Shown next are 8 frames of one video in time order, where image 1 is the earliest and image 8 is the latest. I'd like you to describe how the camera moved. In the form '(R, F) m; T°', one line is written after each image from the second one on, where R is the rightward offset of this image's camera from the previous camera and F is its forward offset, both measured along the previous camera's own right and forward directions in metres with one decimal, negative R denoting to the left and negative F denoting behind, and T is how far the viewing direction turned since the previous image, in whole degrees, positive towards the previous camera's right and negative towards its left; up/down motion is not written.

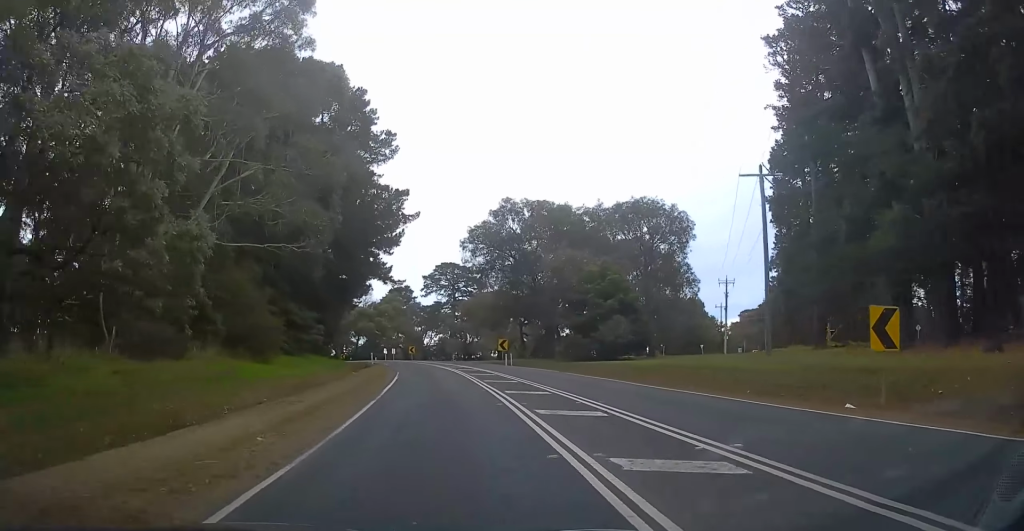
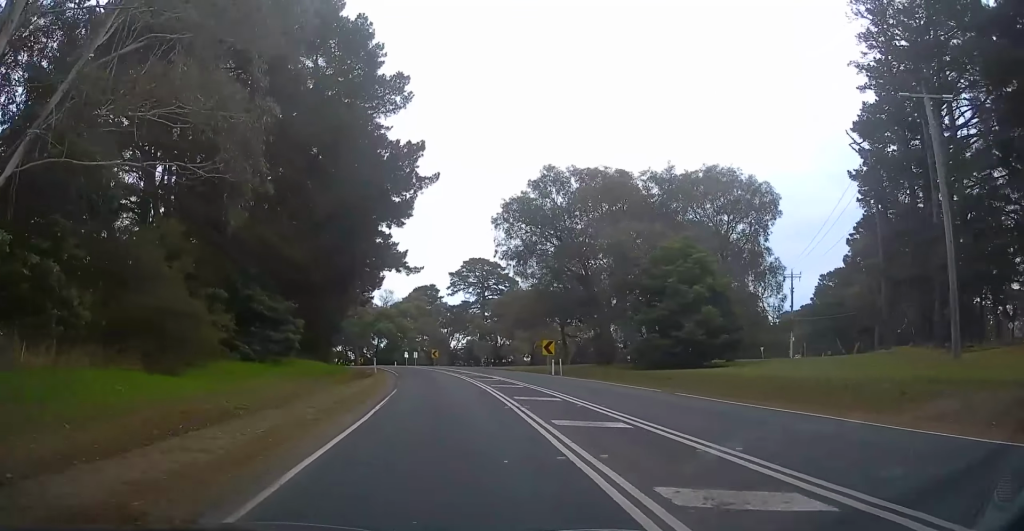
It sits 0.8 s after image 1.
(-0.3, +12.7) m; -1°
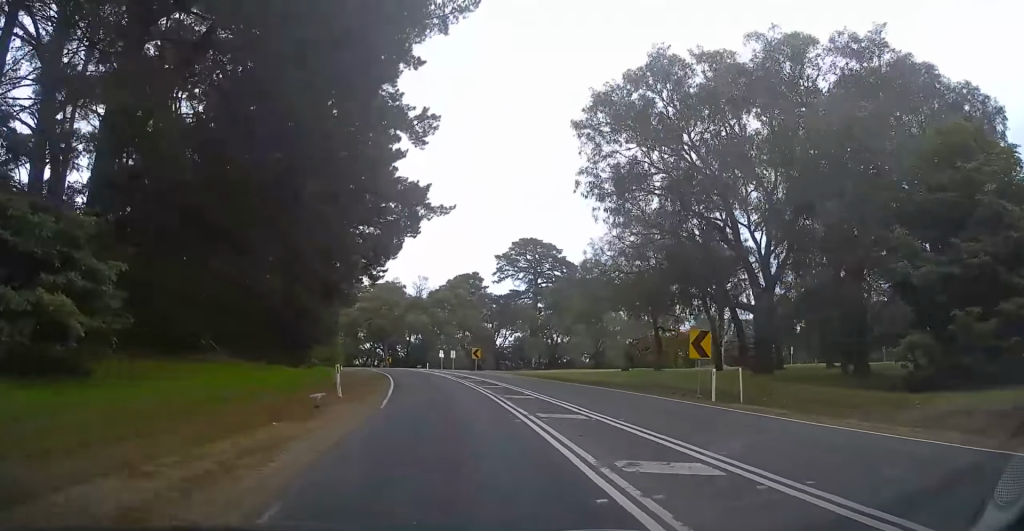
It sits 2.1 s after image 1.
(-0.2, +21.1) m; -3°
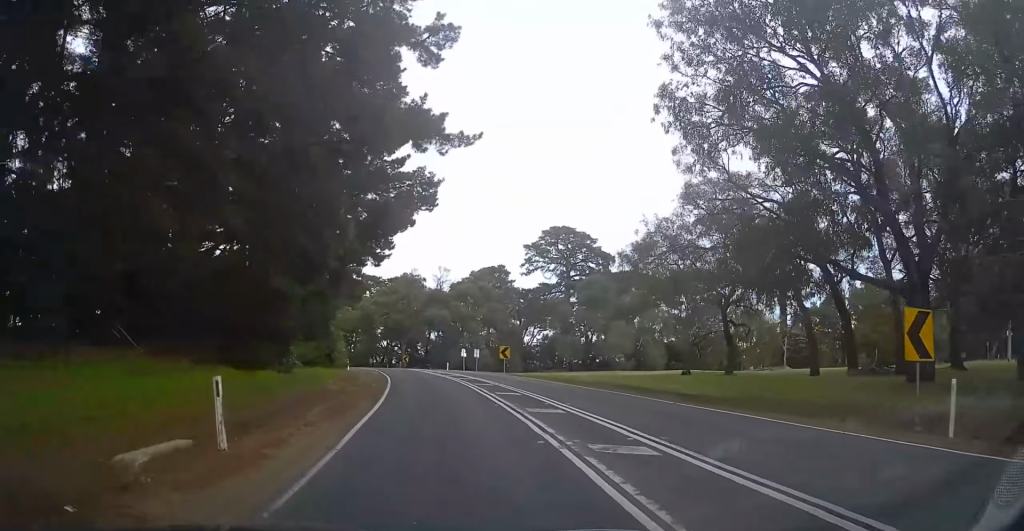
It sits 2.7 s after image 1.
(-0.3, +9.8) m; -3°
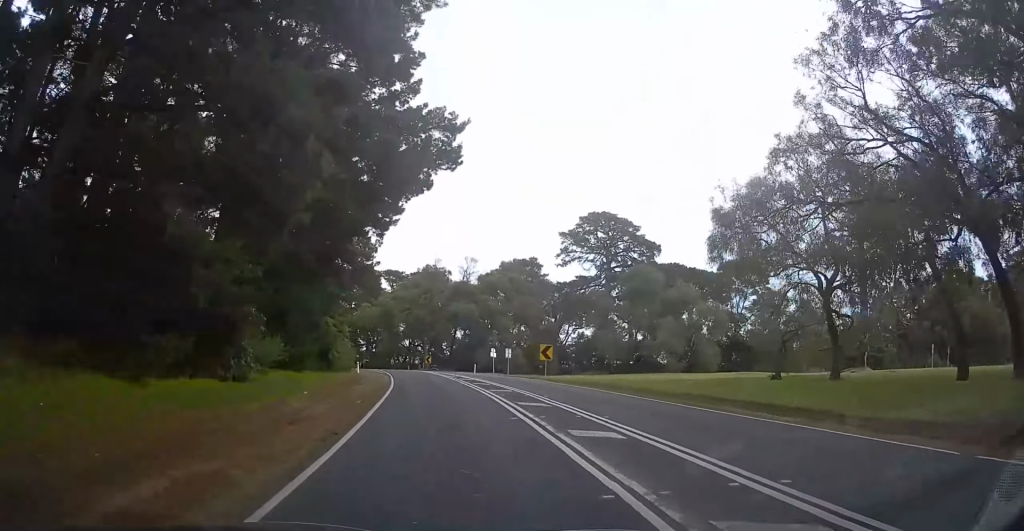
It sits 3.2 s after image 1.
(-0.1, +9.2) m; -3°
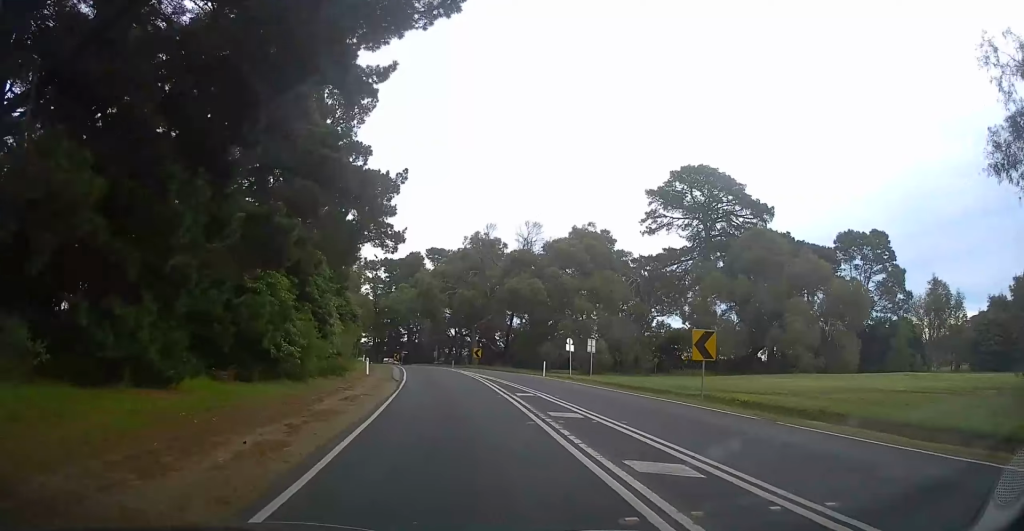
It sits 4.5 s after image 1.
(-1.2, +20.0) m; -4°
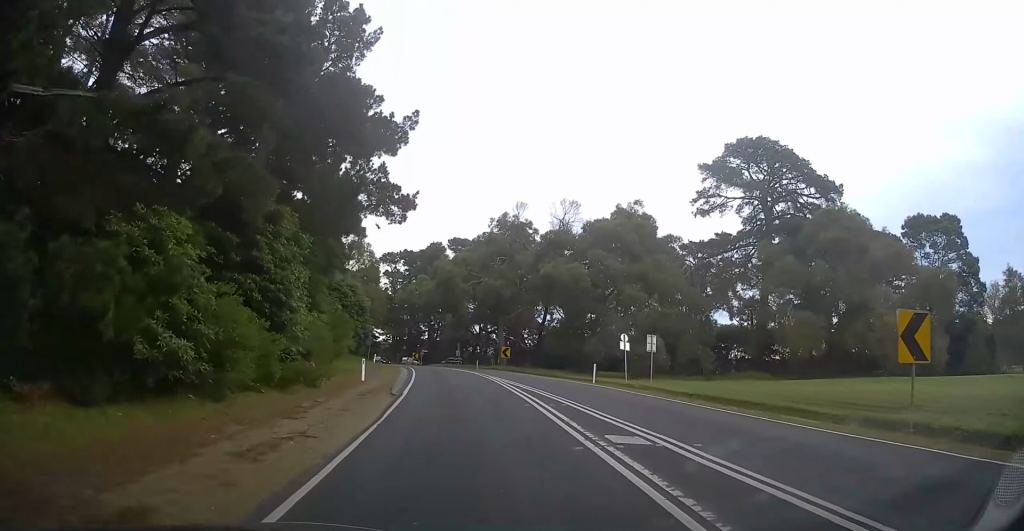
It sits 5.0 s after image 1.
(0.0, +9.0) m; -1°
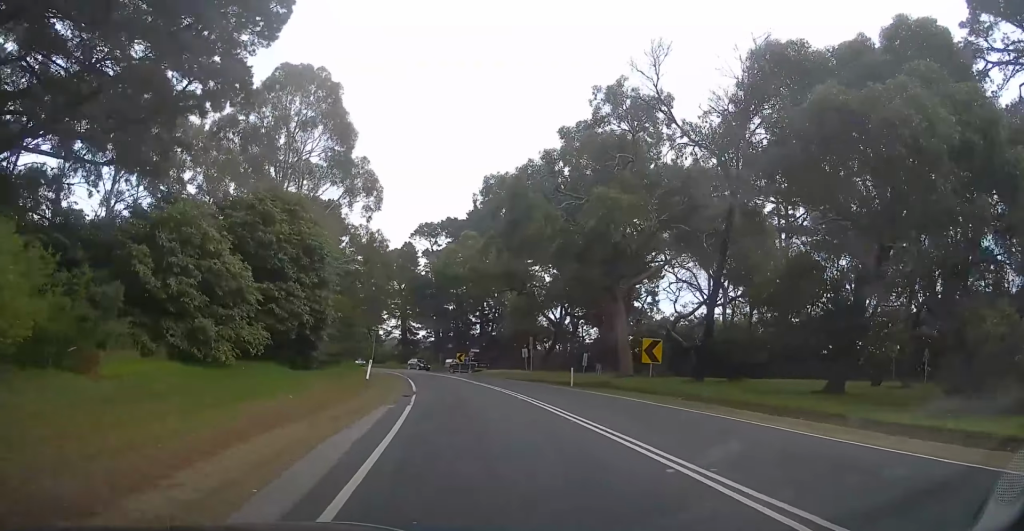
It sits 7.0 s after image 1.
(-1.0, +32.5) m; -4°
